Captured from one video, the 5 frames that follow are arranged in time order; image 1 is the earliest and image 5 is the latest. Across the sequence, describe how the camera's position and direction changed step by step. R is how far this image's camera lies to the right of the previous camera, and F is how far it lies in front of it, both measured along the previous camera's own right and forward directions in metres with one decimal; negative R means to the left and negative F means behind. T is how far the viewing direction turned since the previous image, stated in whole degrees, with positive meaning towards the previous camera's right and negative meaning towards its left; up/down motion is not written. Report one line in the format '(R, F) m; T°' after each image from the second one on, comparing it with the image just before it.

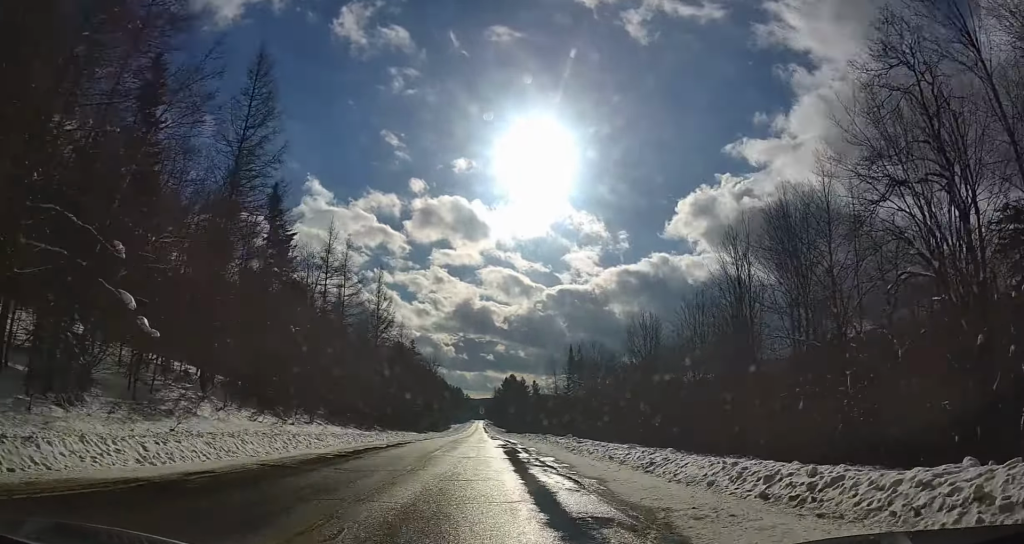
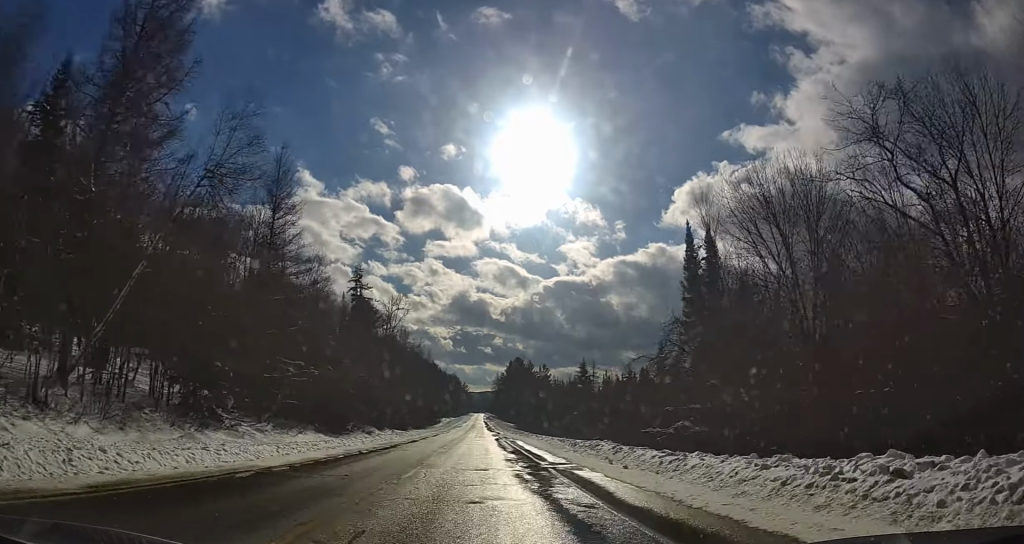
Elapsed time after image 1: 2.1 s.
(-0.7, +57.7) m; -1°
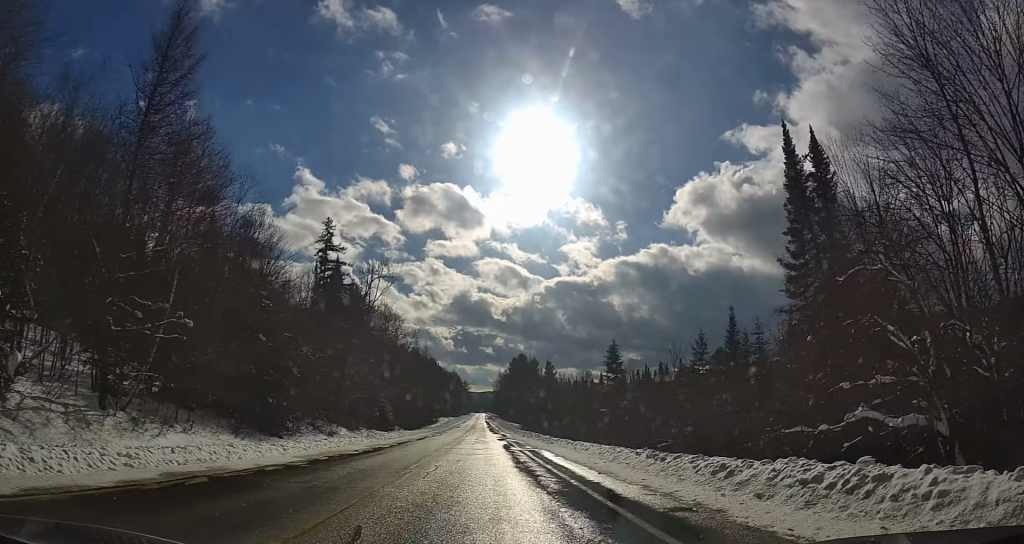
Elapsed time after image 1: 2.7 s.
(0.0, +15.3) m; +1°
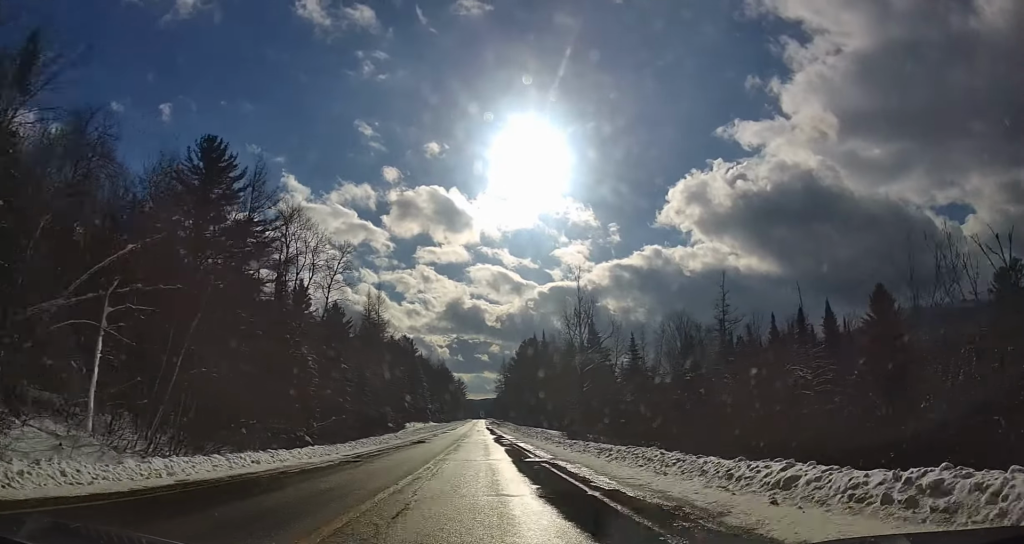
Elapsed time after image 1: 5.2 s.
(+1.2, +67.7) m; 0°
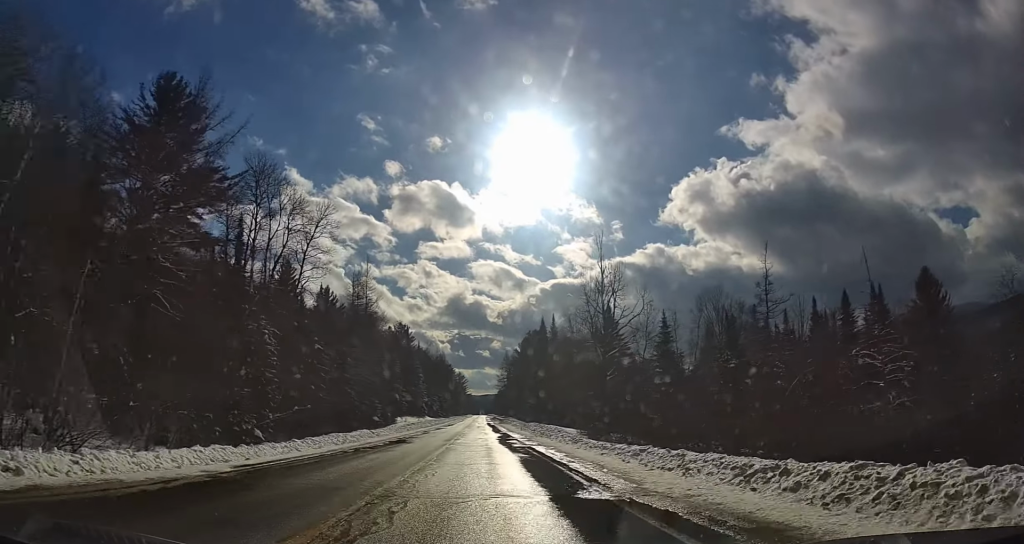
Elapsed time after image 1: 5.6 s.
(-0.1, +10.9) m; -1°
